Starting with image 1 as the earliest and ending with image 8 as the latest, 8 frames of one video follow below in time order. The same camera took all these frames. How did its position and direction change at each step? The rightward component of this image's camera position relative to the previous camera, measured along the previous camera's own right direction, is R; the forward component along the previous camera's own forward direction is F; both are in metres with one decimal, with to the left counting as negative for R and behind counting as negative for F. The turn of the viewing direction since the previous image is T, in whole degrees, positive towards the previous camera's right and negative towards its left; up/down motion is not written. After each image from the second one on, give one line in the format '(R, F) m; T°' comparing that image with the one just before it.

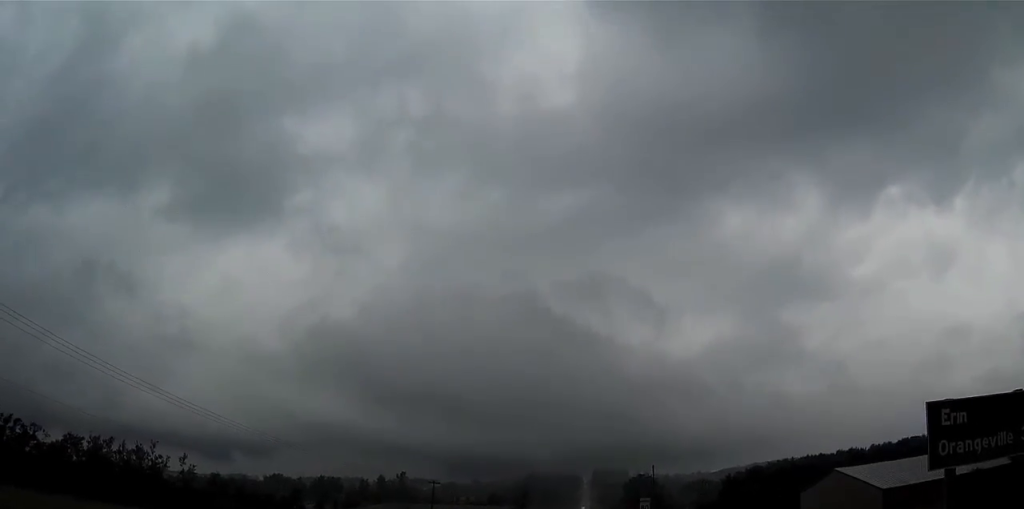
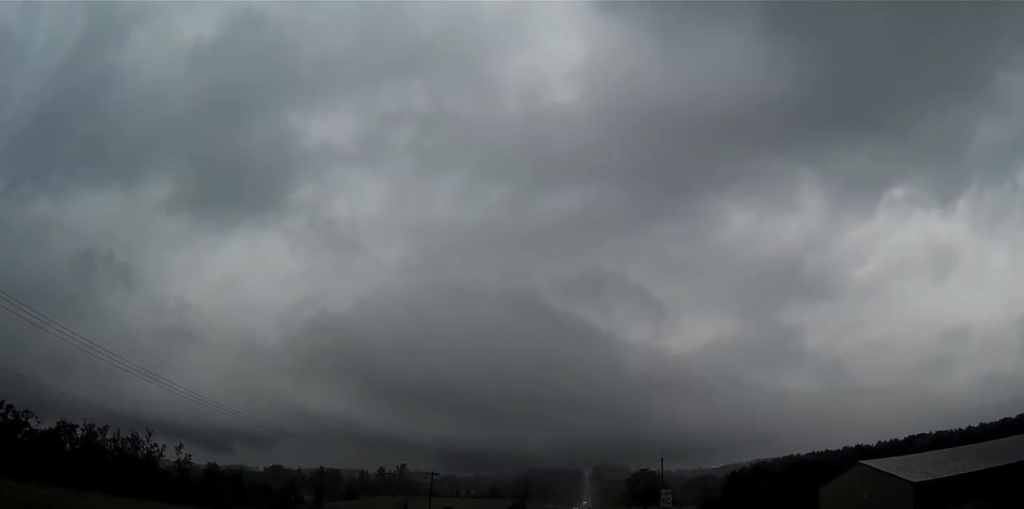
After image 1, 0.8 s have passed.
(-0.1, +4.8) m; 0°
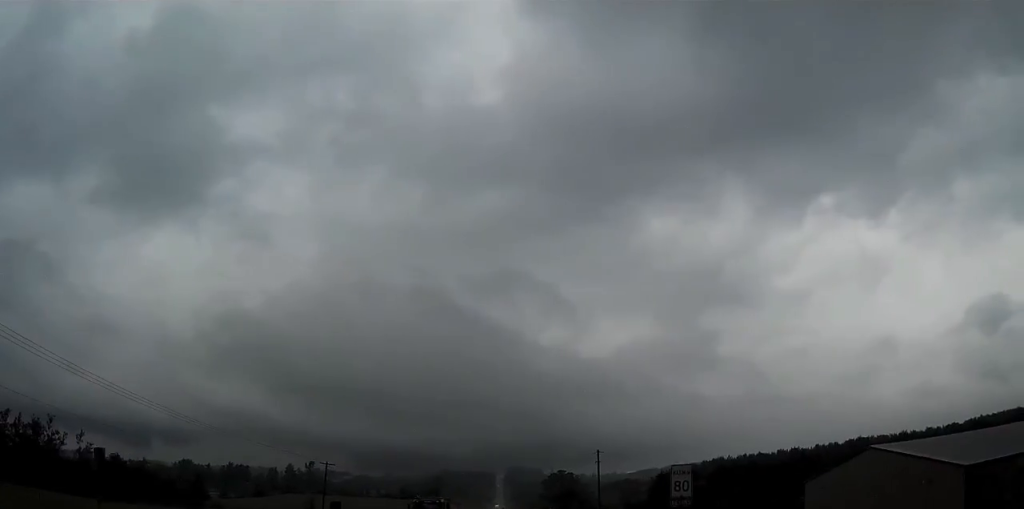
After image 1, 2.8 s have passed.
(+1.0, +15.9) m; +7°
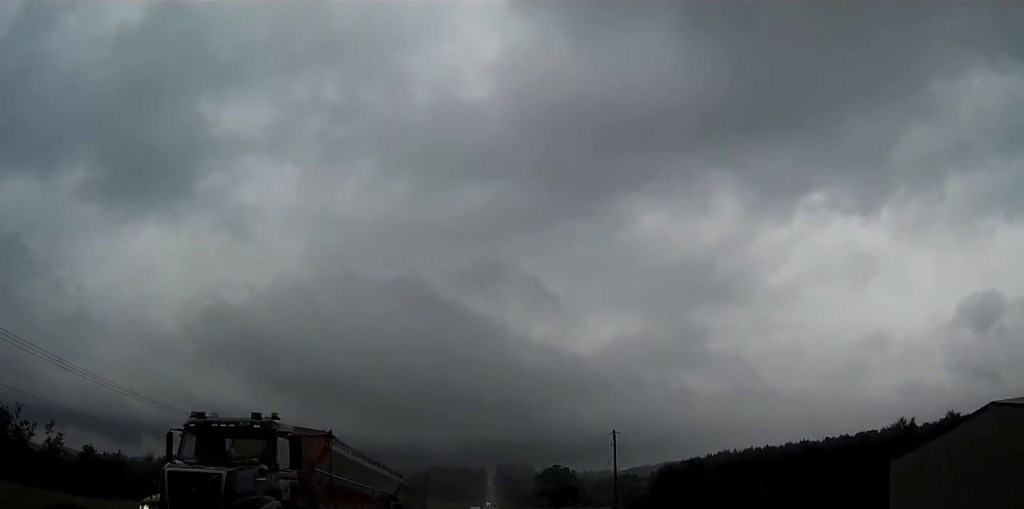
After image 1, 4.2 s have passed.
(+0.1, +15.5) m; 0°
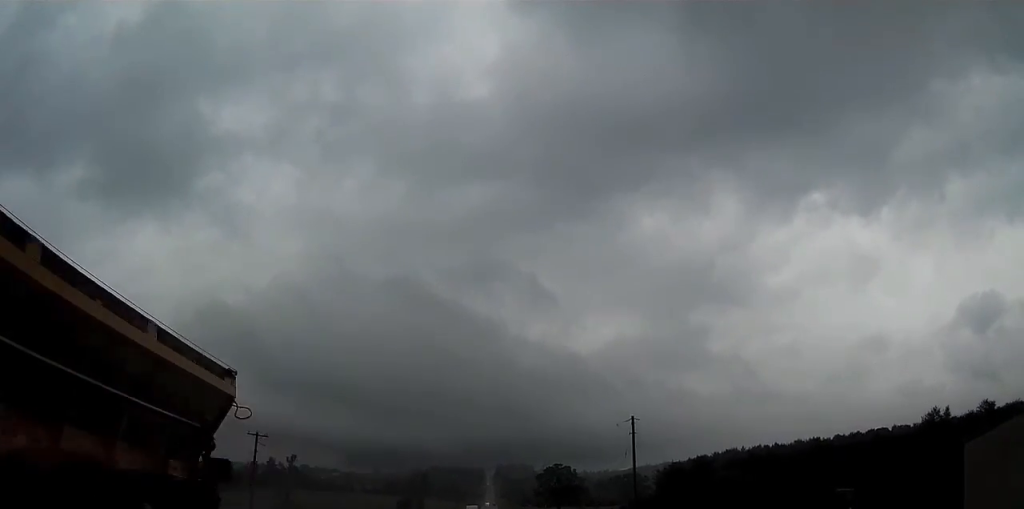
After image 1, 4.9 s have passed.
(-0.1, +9.1) m; 0°
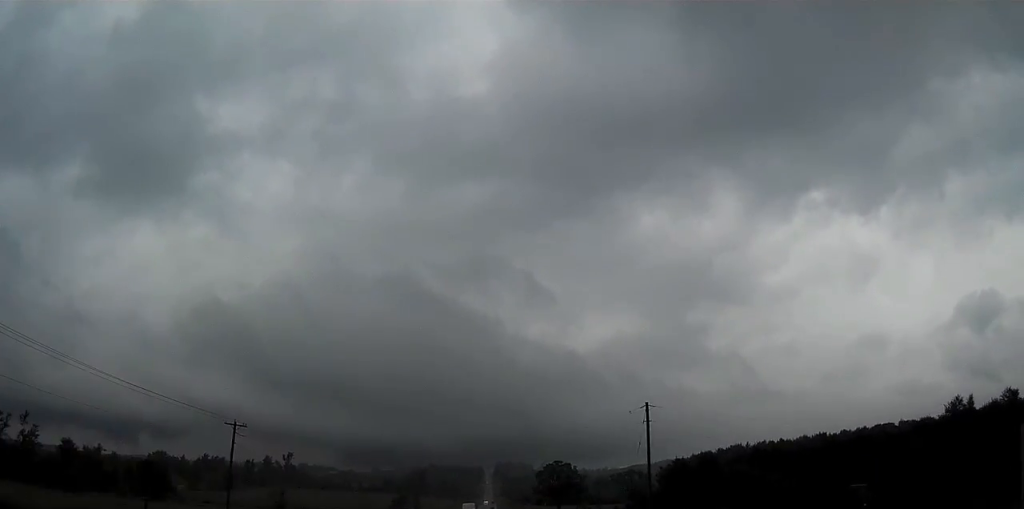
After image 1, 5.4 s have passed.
(0.0, +5.8) m; 0°
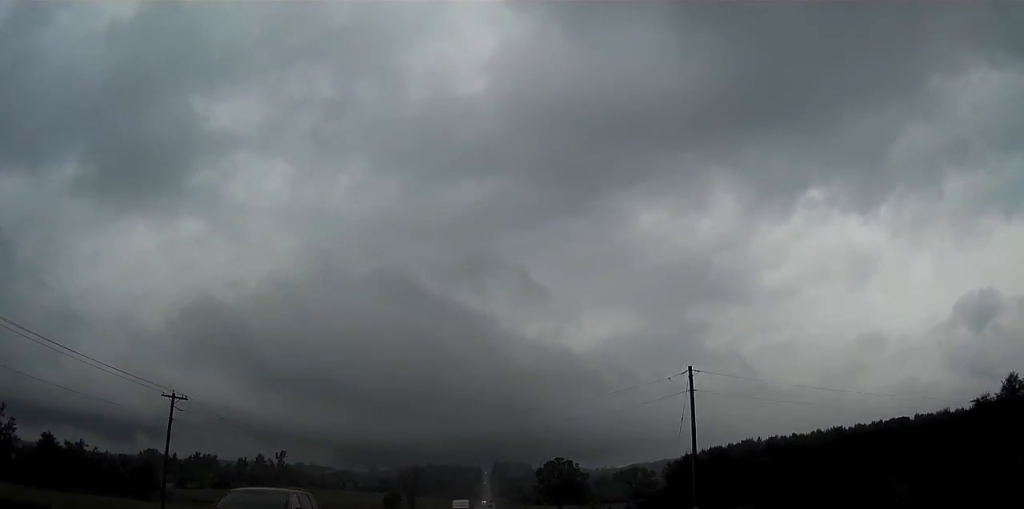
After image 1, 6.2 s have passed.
(0.0, +12.2) m; 0°
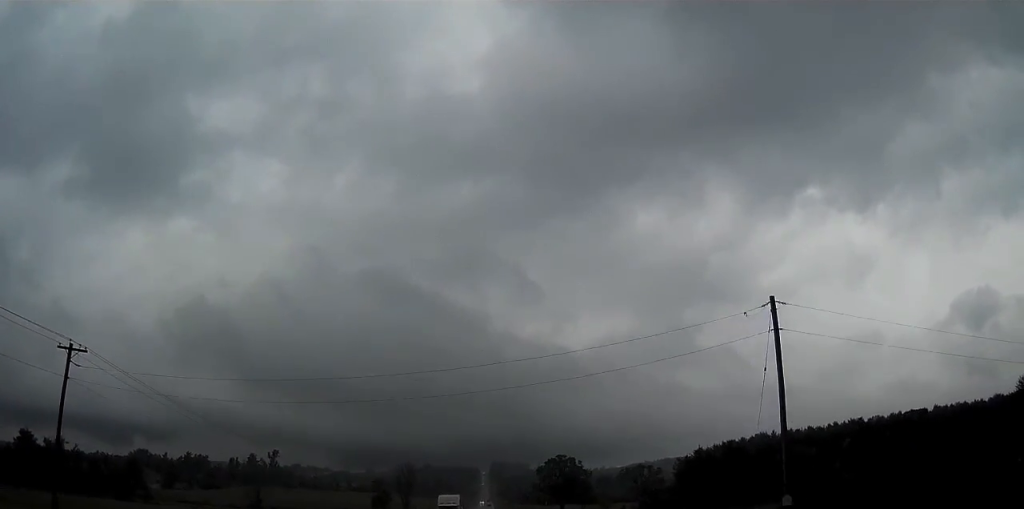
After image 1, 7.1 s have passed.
(+0.1, +13.1) m; +1°
